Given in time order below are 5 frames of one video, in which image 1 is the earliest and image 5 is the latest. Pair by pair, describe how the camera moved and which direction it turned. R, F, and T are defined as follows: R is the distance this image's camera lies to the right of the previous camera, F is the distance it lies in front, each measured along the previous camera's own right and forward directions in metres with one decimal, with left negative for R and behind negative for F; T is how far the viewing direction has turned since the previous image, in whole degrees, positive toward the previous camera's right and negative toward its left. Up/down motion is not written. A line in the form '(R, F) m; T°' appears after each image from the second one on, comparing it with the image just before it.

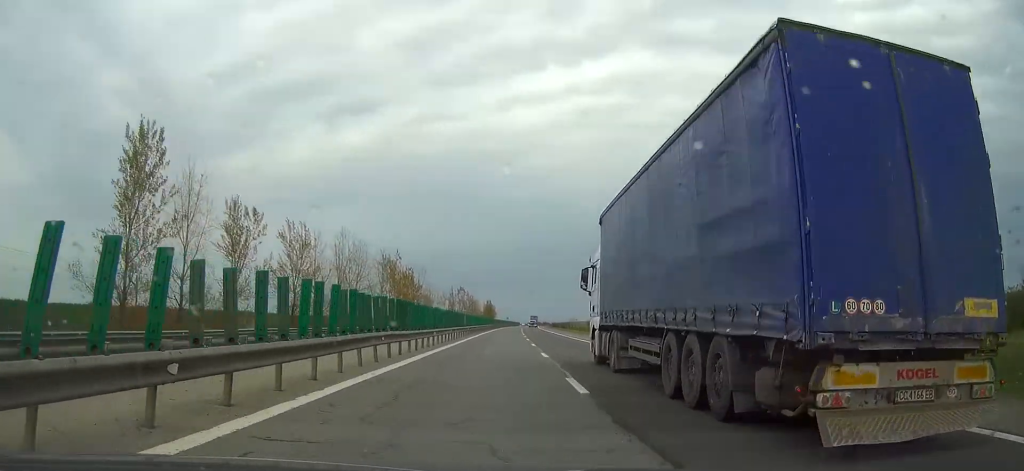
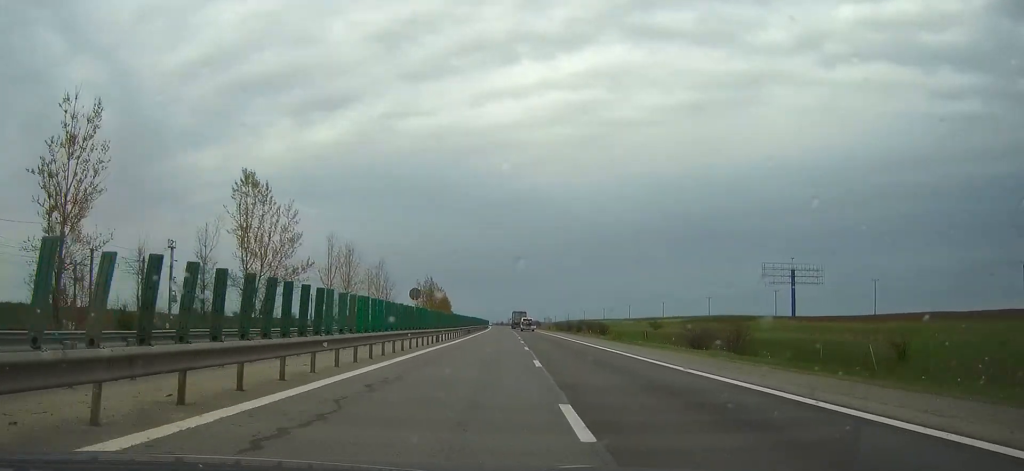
(+4.4, +208.5) m; +2°
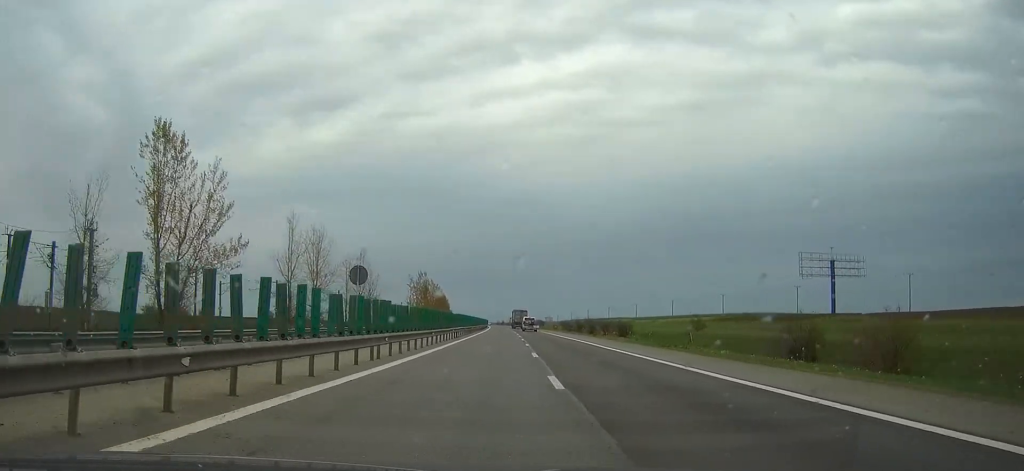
(0.0, +18.7) m; 0°
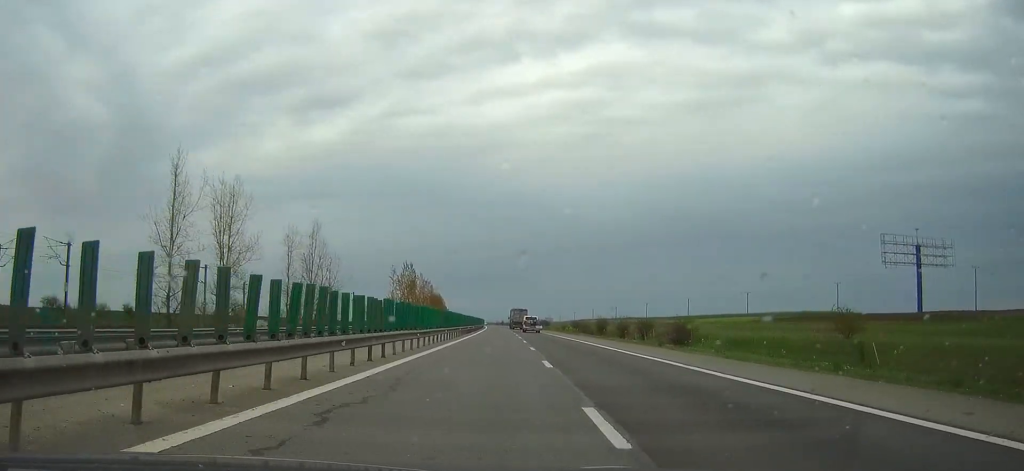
(0.0, +30.1) m; 0°
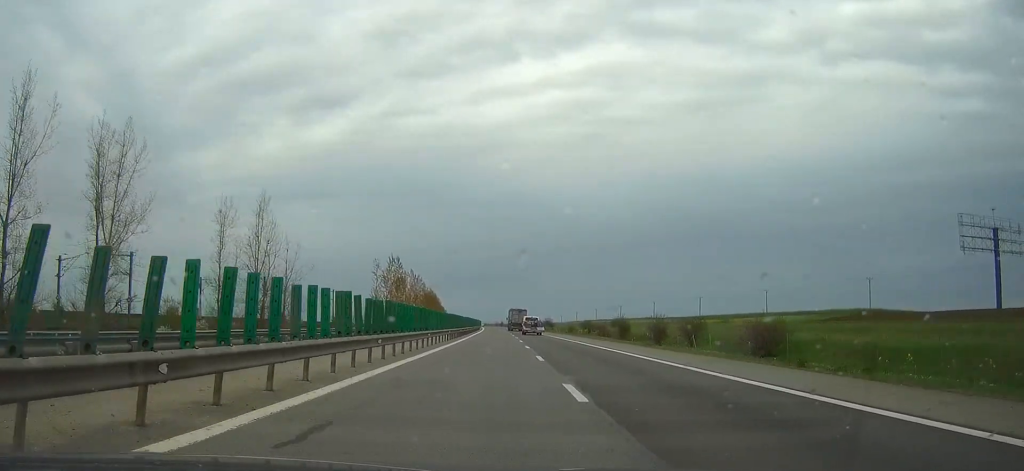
(0.0, +20.0) m; 0°
